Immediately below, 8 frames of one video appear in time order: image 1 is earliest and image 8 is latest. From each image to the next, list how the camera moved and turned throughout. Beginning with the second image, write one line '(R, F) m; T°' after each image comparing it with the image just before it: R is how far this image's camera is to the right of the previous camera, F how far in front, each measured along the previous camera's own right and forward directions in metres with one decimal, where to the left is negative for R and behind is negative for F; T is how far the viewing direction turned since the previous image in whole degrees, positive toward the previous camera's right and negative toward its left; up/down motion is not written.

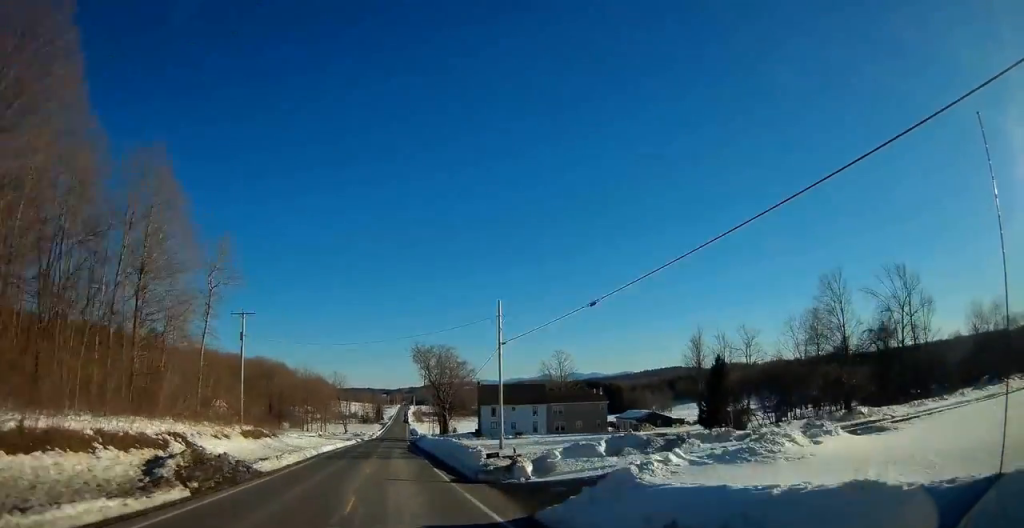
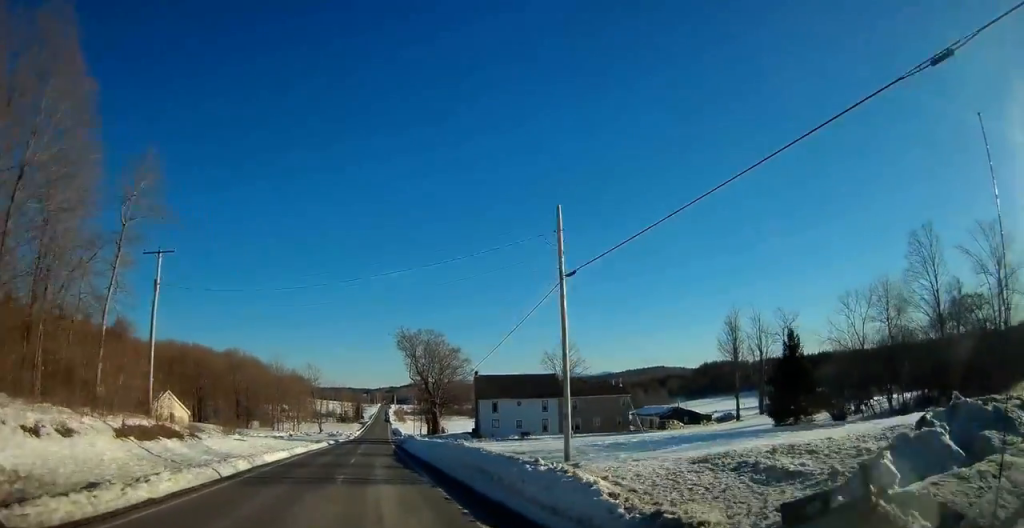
(0.0, +17.5) m; 0°
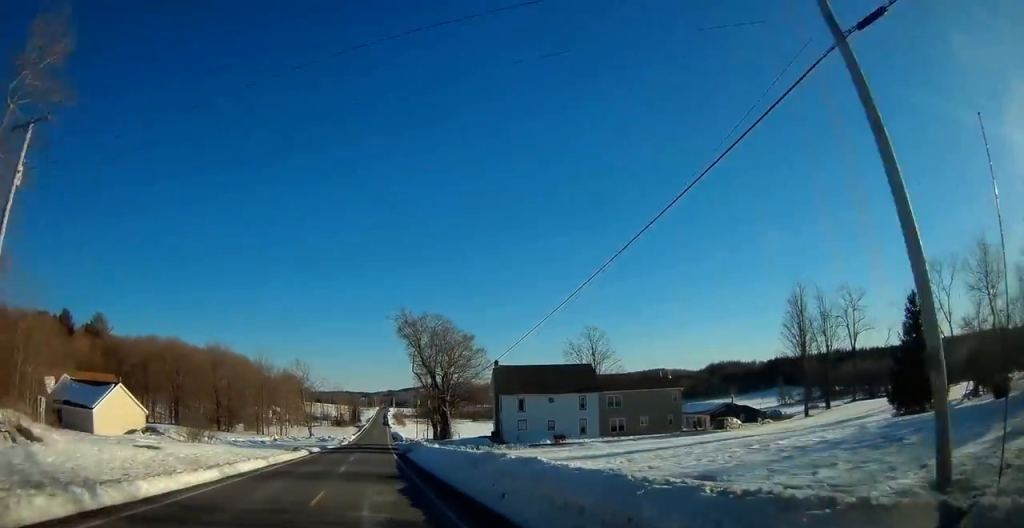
(-0.1, +16.7) m; 0°
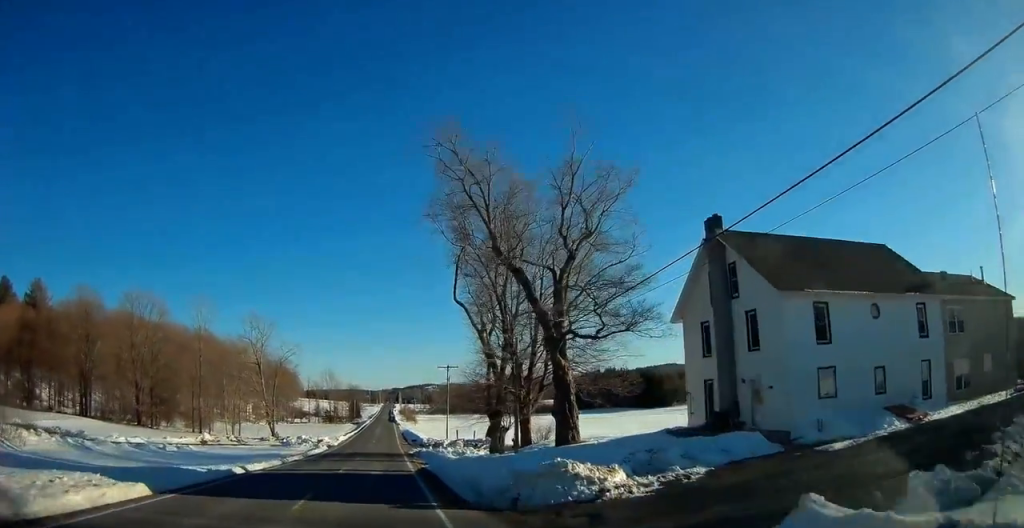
(-0.1, +47.6) m; 0°
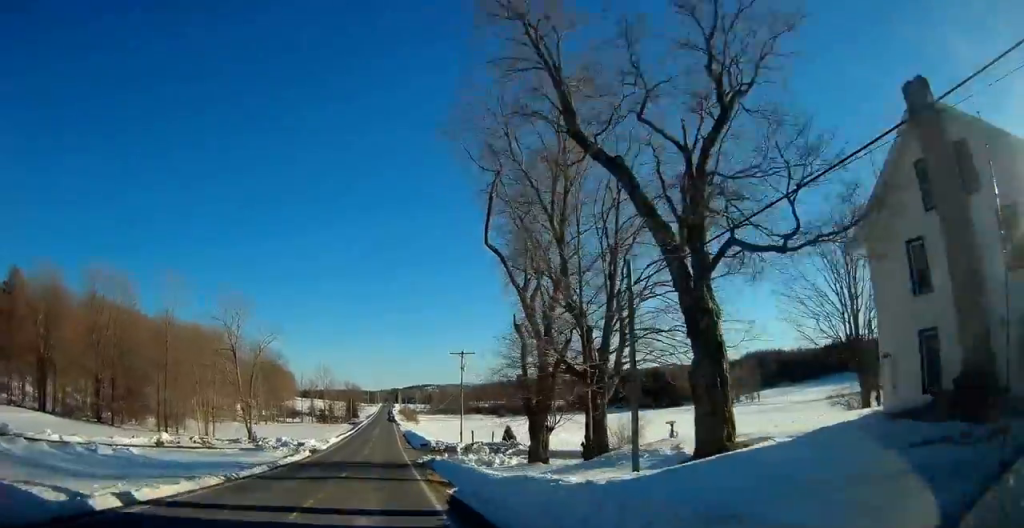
(-0.1, +13.1) m; 0°
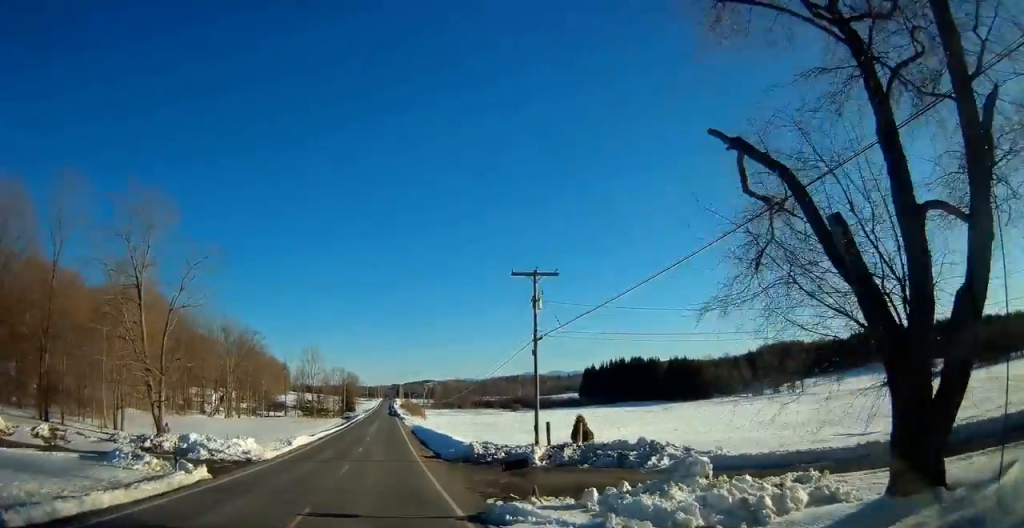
(+0.4, +27.3) m; +1°
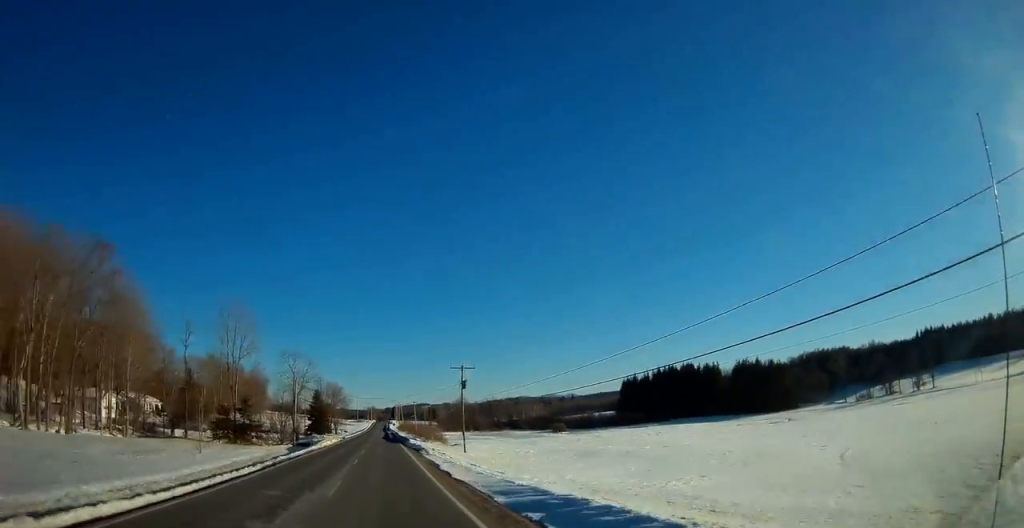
(+0.1, +65.0) m; 0°
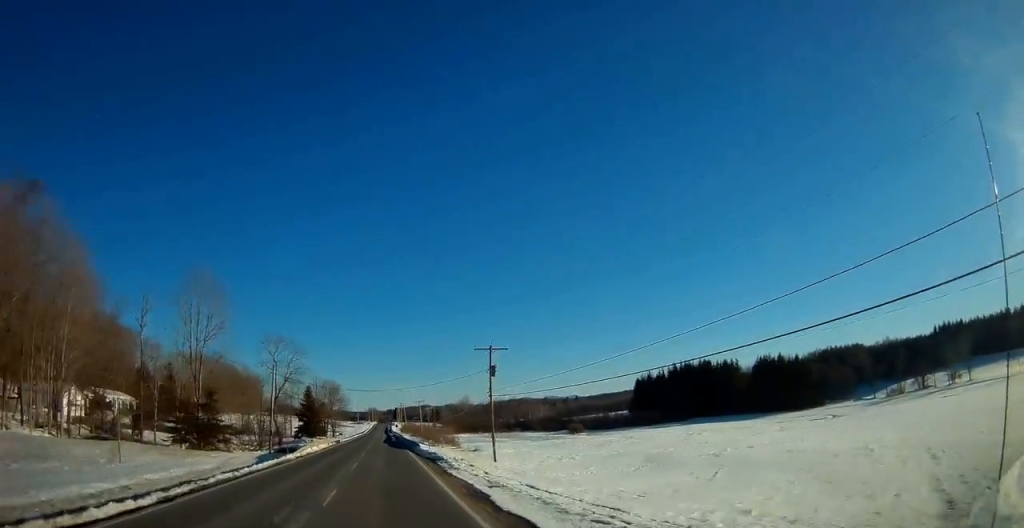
(-0.1, +14.1) m; 0°
